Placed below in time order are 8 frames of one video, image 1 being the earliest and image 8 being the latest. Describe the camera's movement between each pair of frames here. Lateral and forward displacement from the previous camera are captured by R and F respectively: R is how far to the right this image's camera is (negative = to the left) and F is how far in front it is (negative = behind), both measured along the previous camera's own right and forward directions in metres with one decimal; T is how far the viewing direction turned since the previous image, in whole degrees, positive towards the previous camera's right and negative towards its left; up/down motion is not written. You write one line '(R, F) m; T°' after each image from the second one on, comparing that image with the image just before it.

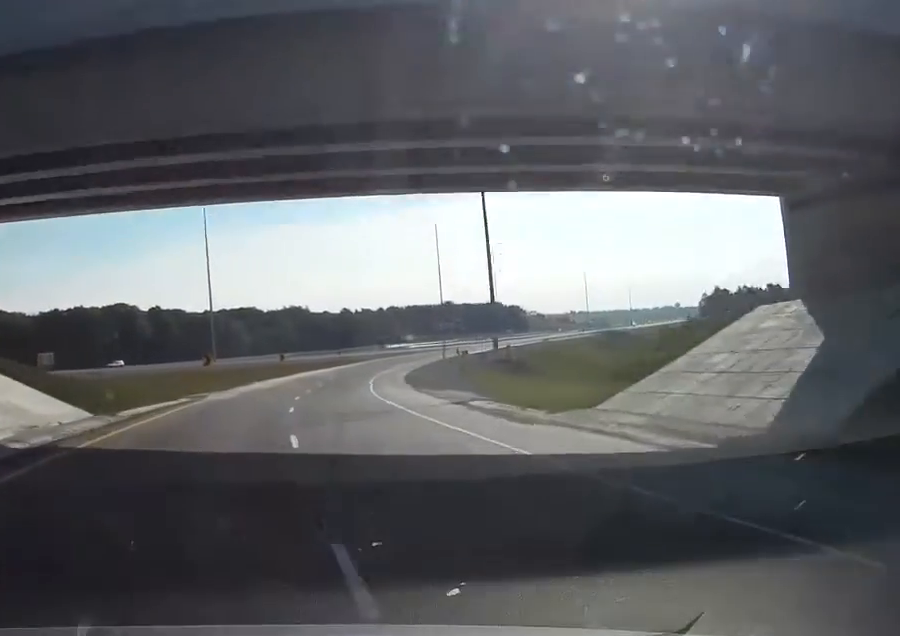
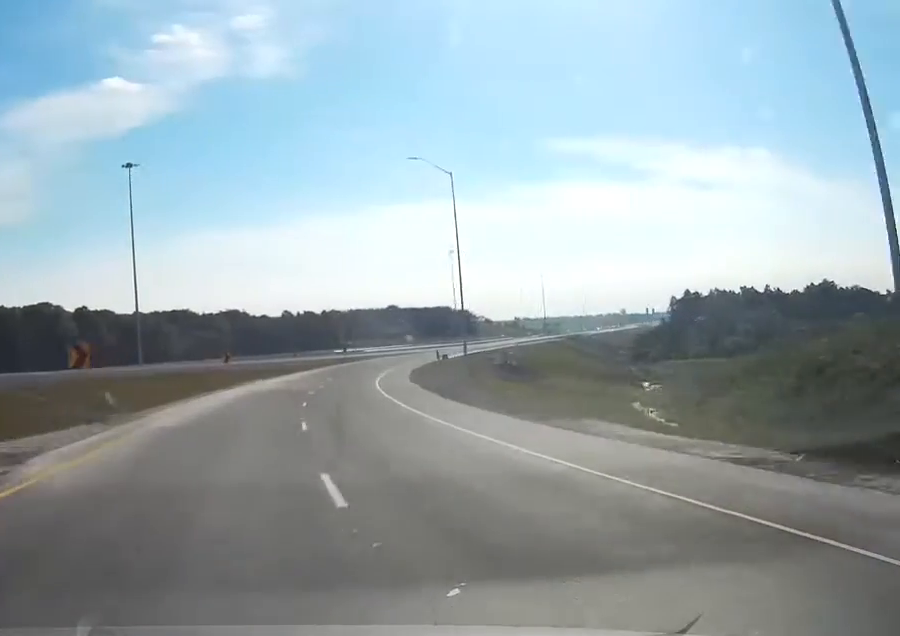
(+2.2, +28.6) m; +4°
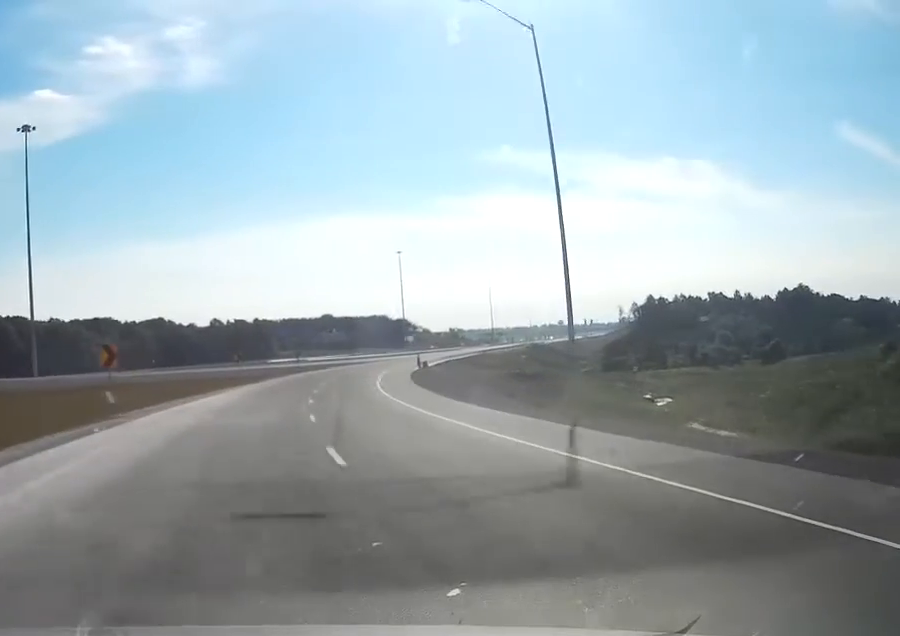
(+0.1, +30.7) m; 0°
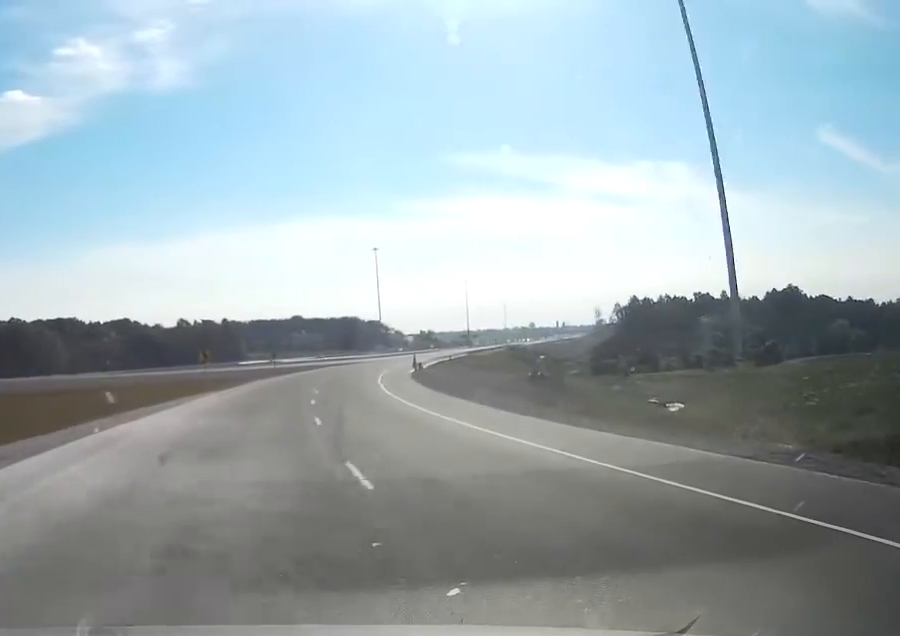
(0.0, +14.0) m; 0°
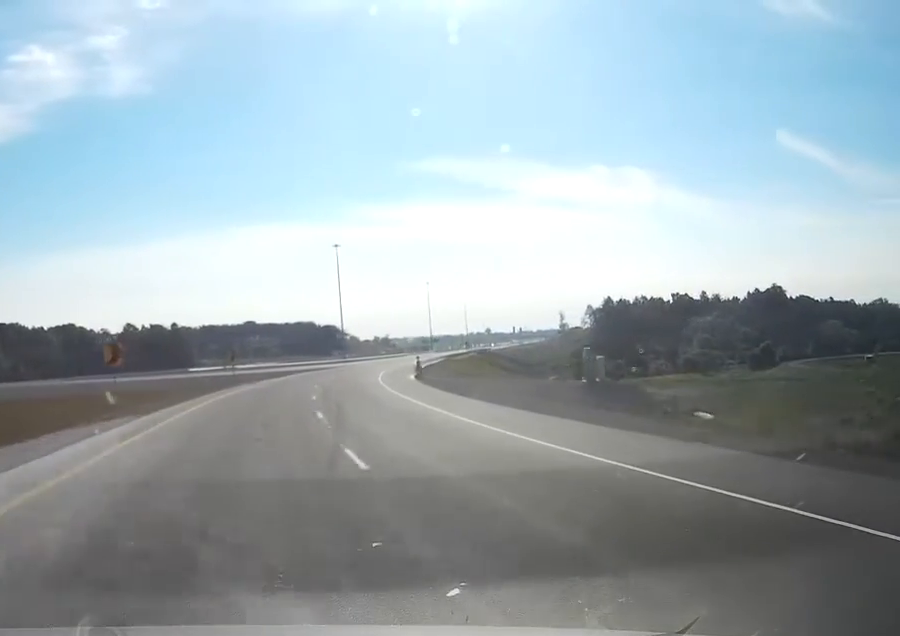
(0.0, +21.5) m; 0°
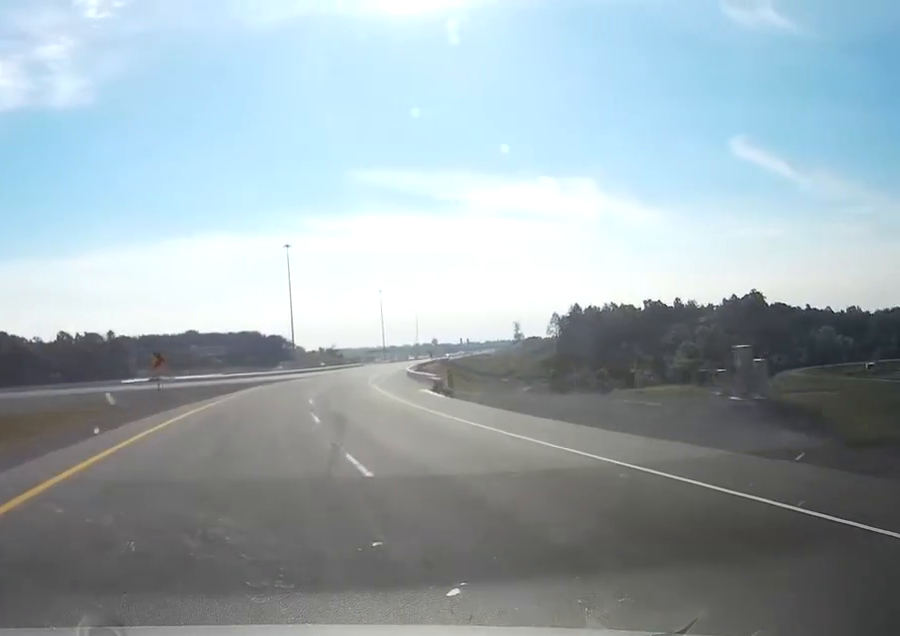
(0.0, +24.3) m; 0°
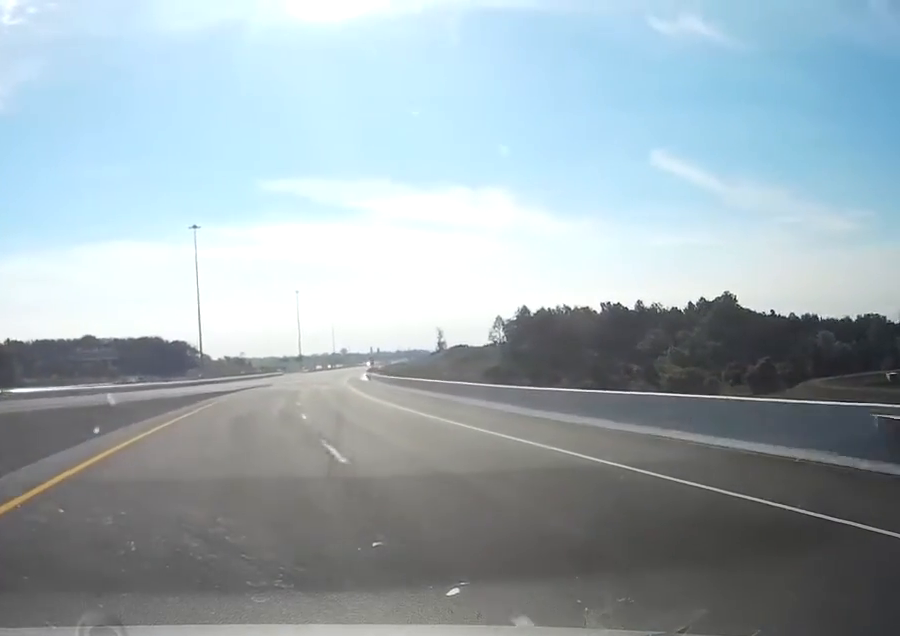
(0.0, +46.1) m; 0°
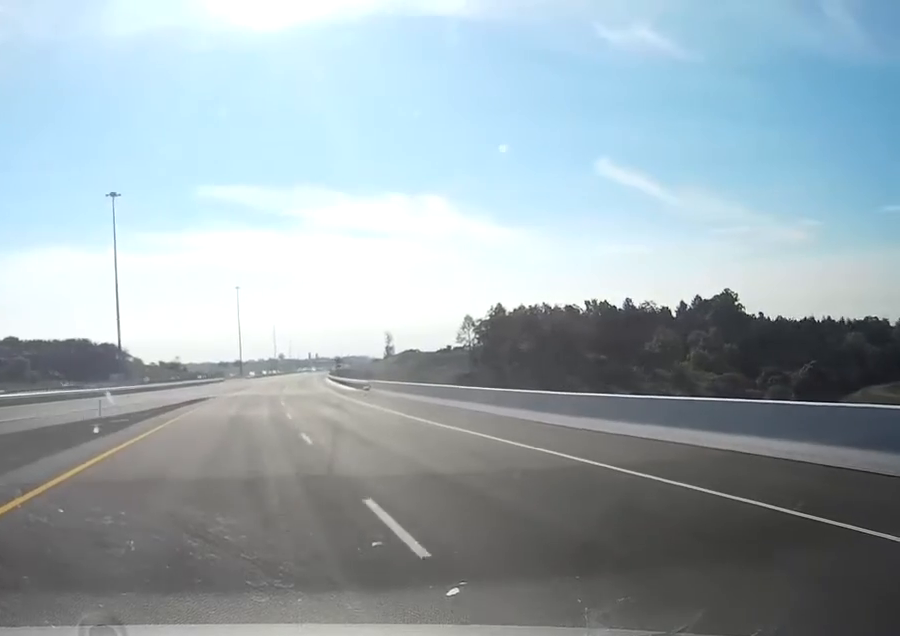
(0.0, +43.5) m; 0°
